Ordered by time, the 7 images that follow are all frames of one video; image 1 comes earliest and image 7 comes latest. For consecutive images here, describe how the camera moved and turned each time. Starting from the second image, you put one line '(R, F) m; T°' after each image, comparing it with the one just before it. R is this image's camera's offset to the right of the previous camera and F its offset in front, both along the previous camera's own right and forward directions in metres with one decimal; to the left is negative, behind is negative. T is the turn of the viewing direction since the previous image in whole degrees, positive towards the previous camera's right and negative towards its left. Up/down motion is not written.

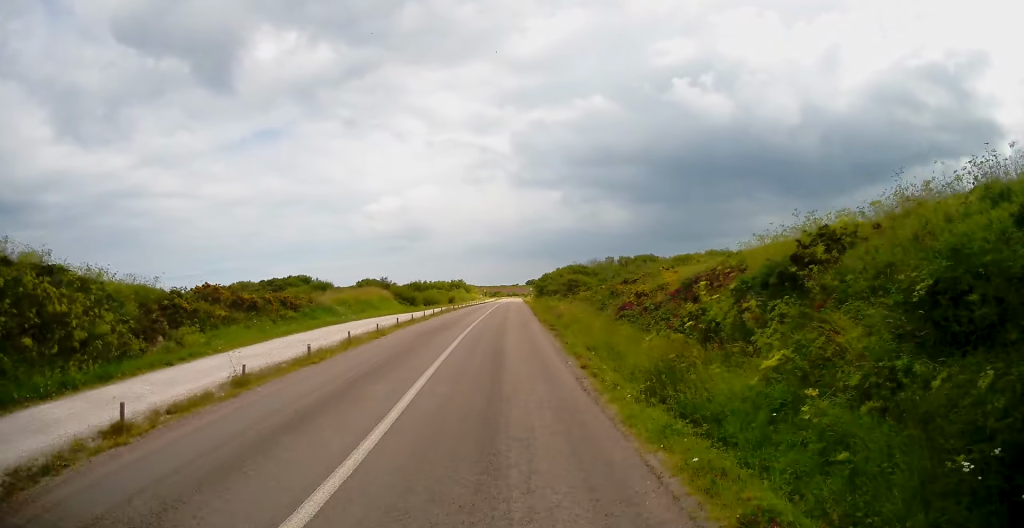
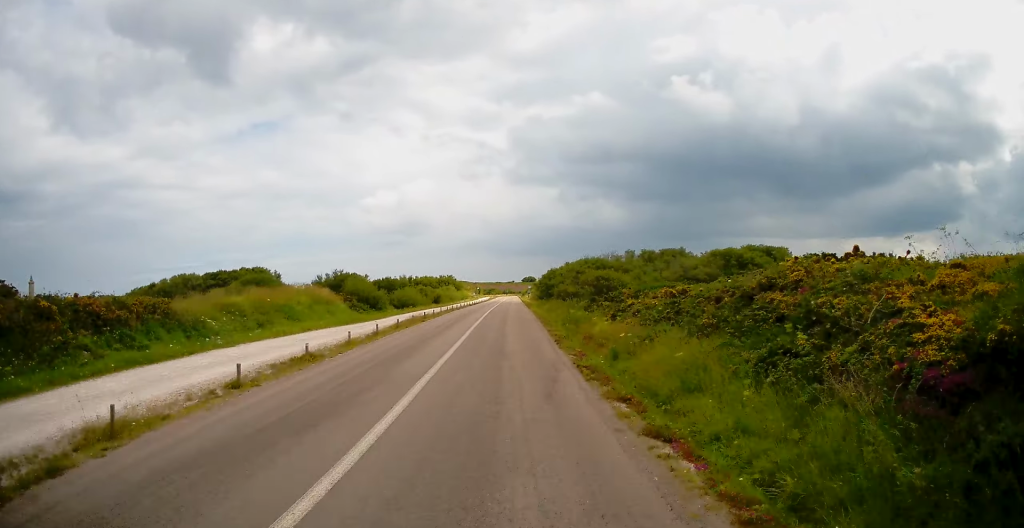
(+0.2, +16.0) m; 0°
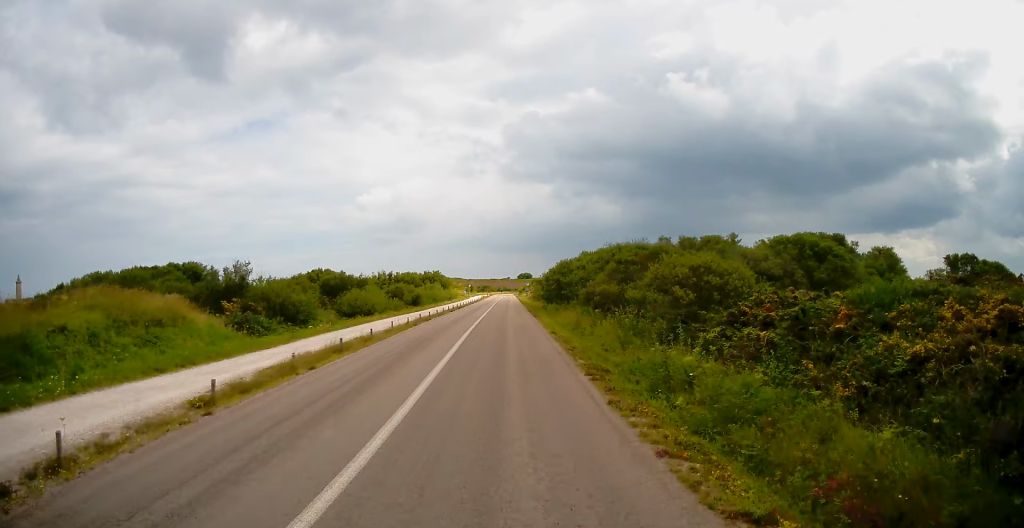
(-0.2, +16.7) m; 0°
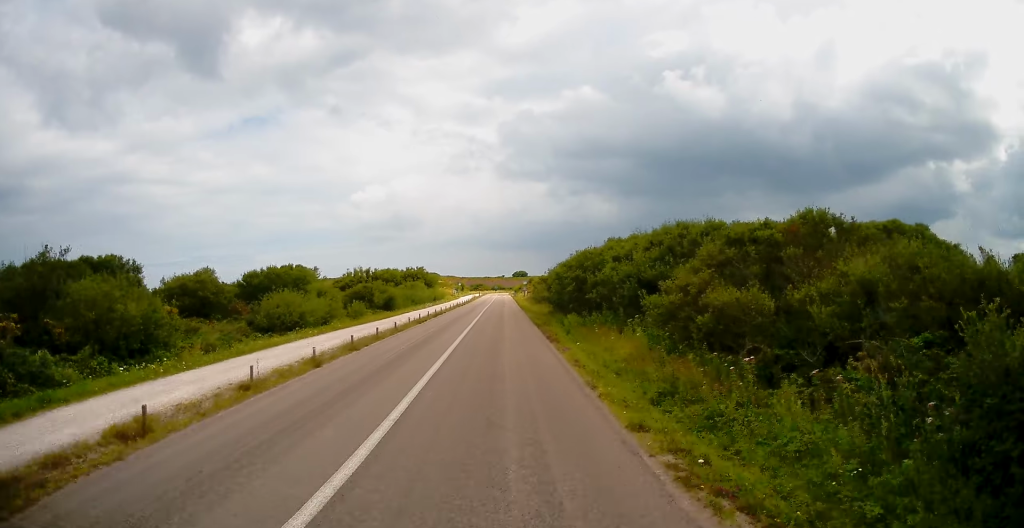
(+0.1, +13.7) m; +1°
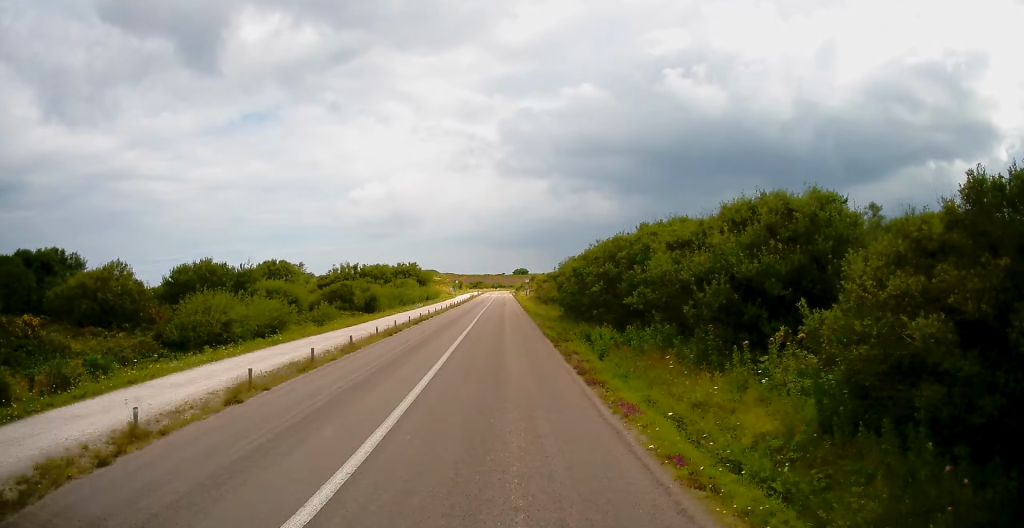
(+0.1, +8.0) m; +1°
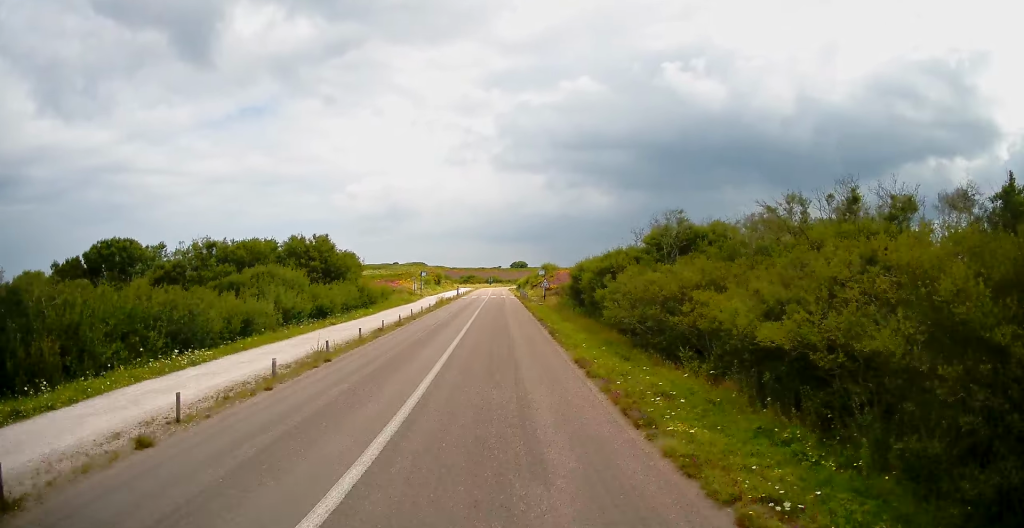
(-0.2, +42.9) m; 0°
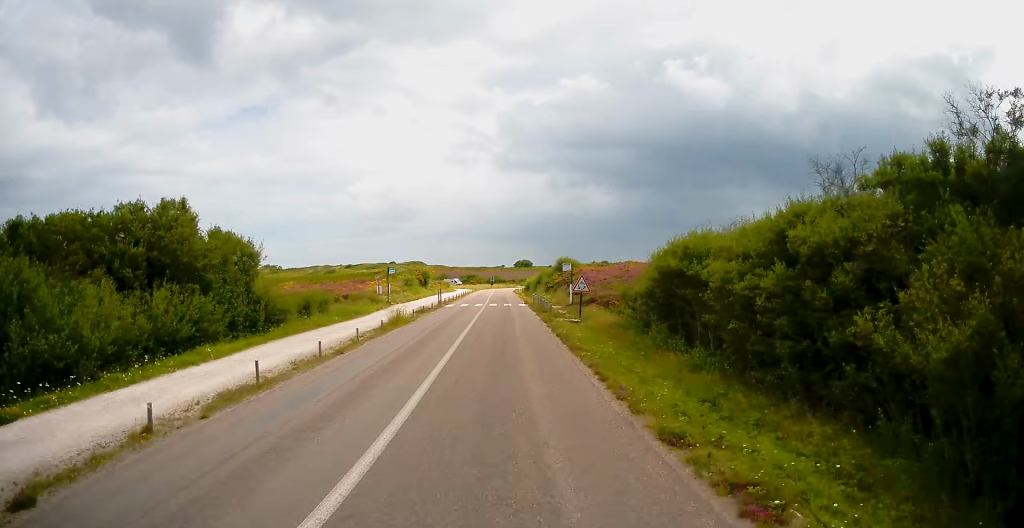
(0.0, +21.1) m; 0°
